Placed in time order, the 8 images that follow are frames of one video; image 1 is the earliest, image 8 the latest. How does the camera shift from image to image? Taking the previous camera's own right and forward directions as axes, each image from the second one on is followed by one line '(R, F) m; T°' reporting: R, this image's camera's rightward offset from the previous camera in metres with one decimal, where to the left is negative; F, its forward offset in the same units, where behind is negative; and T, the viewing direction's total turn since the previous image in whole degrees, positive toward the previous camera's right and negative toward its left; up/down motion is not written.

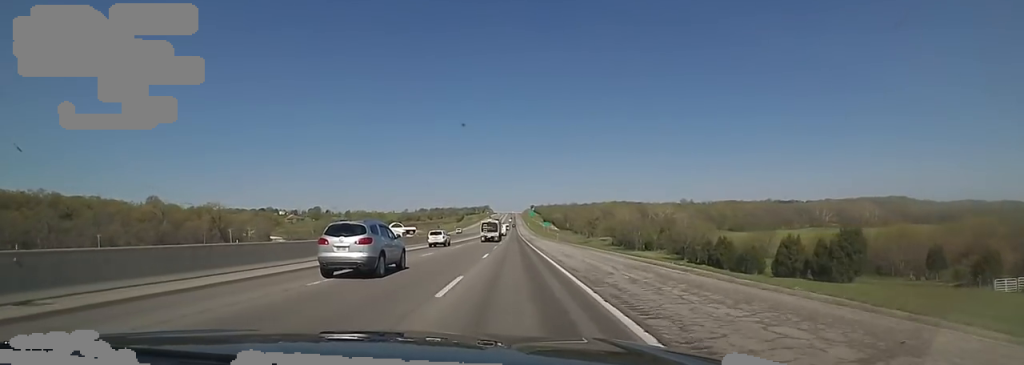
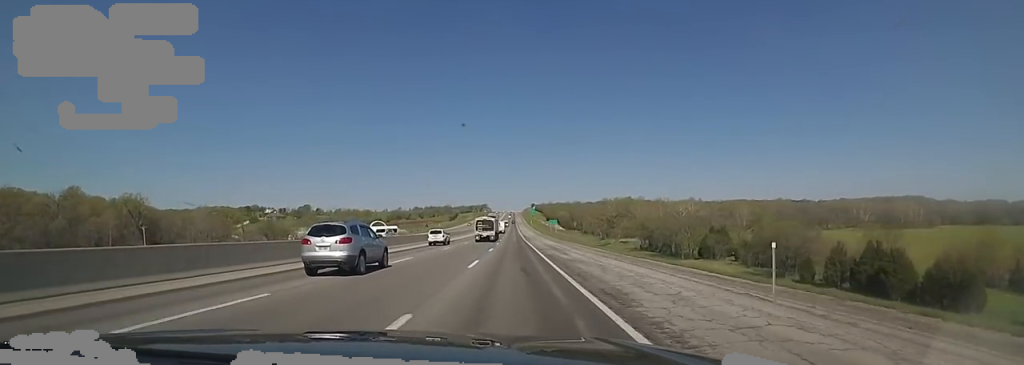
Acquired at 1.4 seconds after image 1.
(+0.1, +52.9) m; 0°
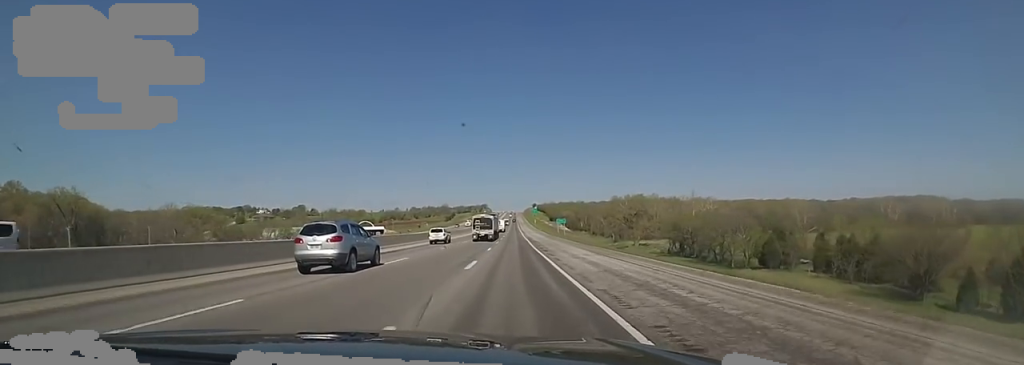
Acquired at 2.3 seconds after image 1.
(0.0, +32.0) m; 0°
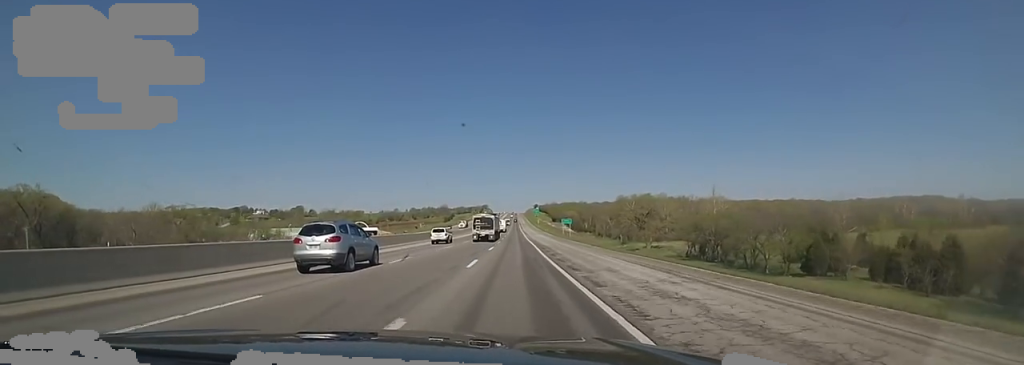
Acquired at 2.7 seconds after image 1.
(+0.1, +14.7) m; 0°
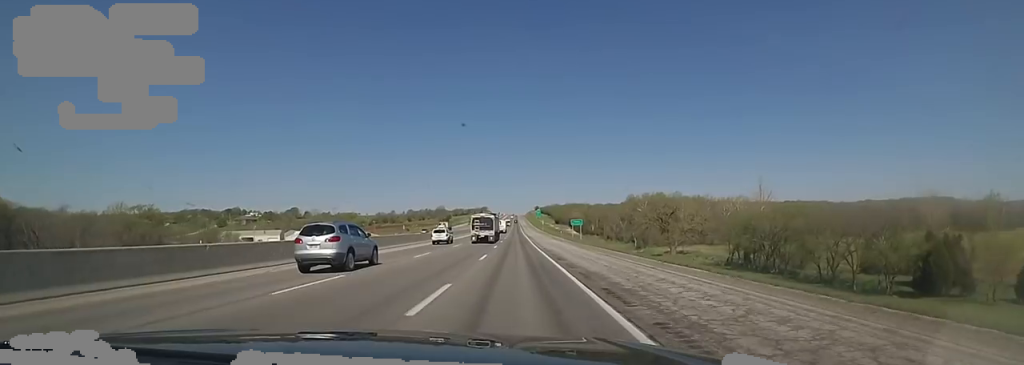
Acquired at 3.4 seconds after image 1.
(-0.2, +25.7) m; 0°
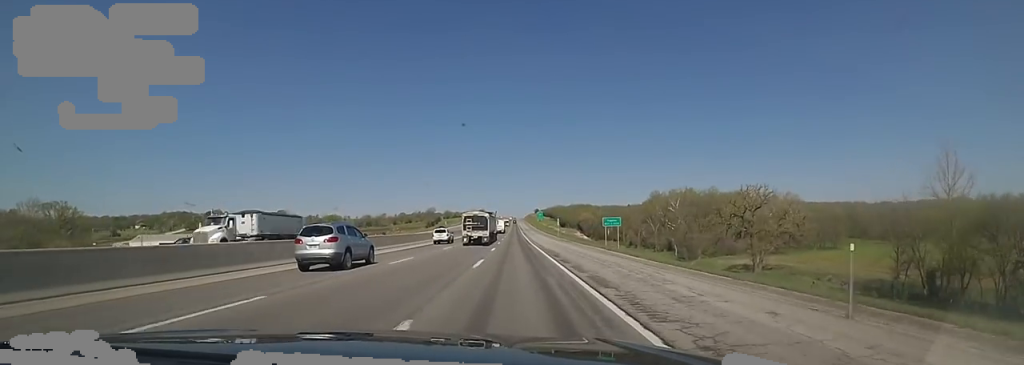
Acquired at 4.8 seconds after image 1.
(+0.2, +51.0) m; +1°
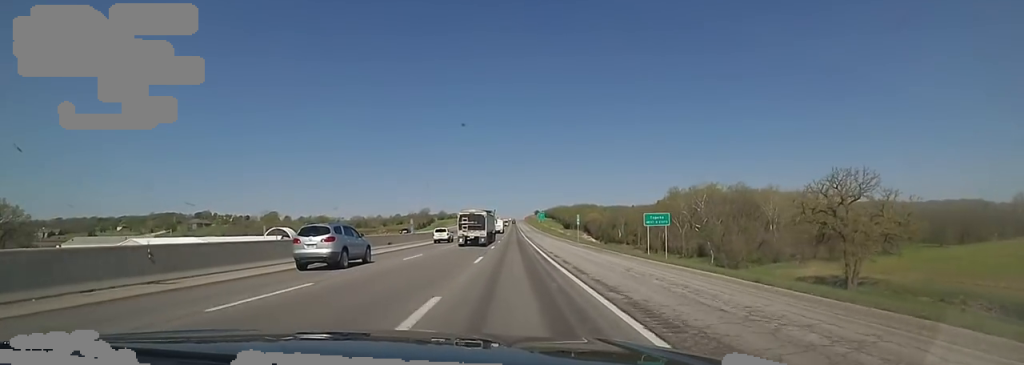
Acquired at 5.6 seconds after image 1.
(0.0, +27.6) m; 0°
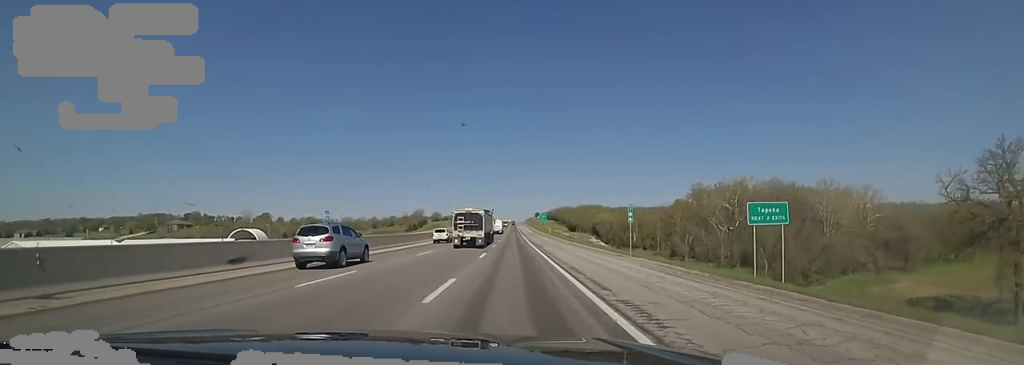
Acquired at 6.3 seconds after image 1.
(0.0, +26.5) m; 0°
